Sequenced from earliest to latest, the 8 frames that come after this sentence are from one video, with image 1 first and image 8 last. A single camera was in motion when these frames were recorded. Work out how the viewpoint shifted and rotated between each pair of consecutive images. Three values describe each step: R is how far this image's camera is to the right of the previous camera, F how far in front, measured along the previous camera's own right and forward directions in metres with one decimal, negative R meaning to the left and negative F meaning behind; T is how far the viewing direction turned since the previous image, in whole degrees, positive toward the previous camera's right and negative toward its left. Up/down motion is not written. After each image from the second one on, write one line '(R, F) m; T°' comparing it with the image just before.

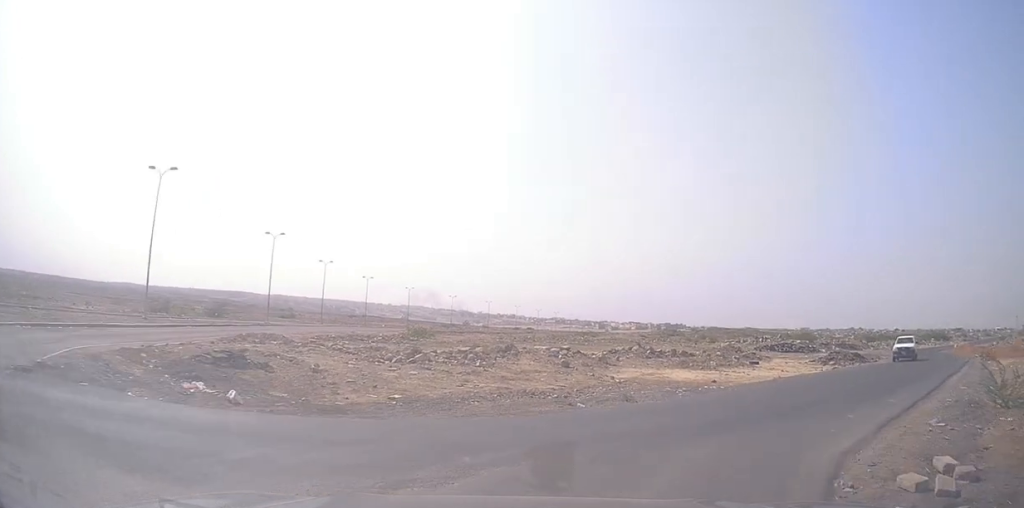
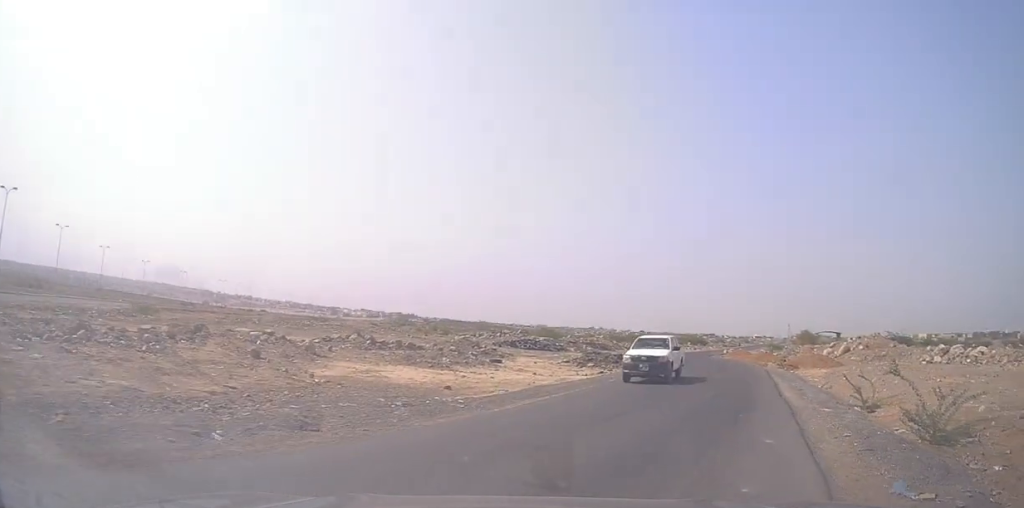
(+1.2, +6.9) m; +23°
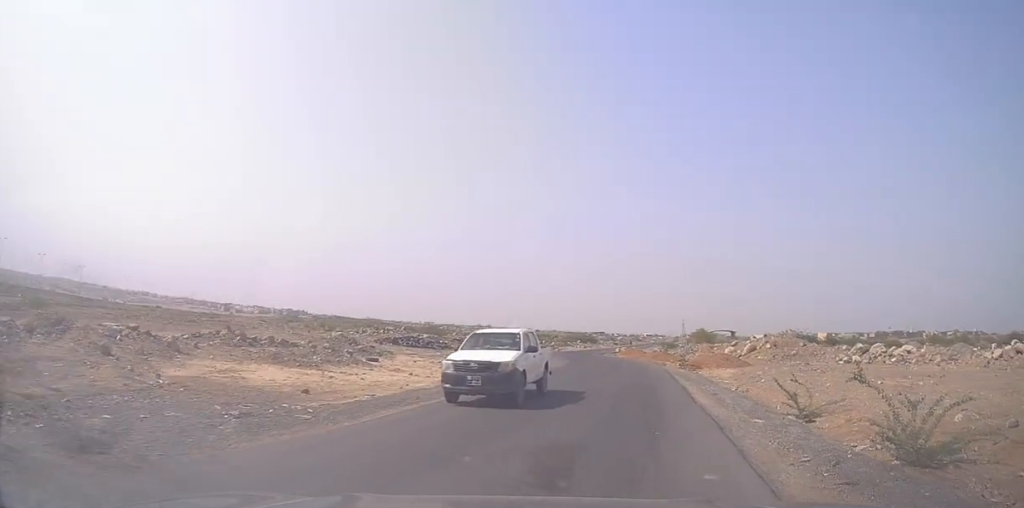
(+0.3, +2.9) m; +11°
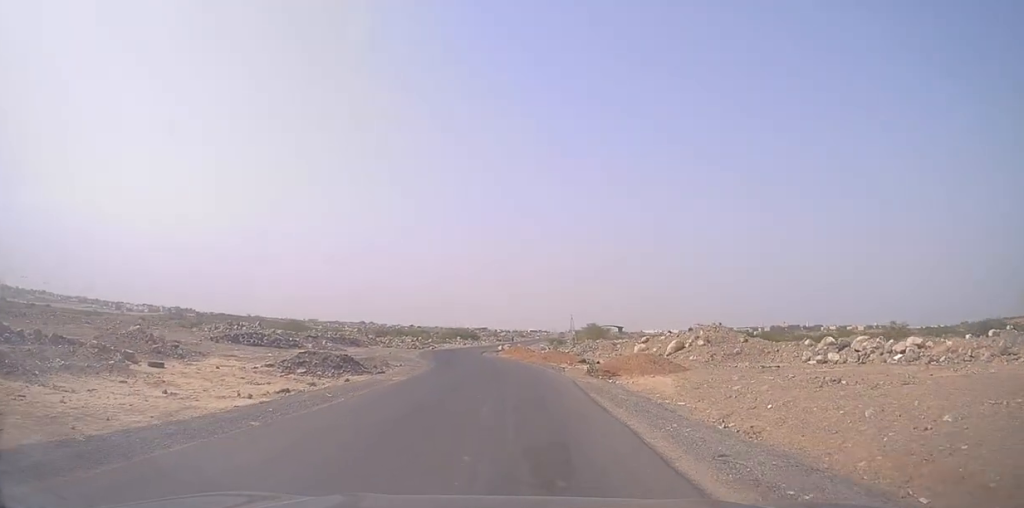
(+3.6, +10.1) m; +24°
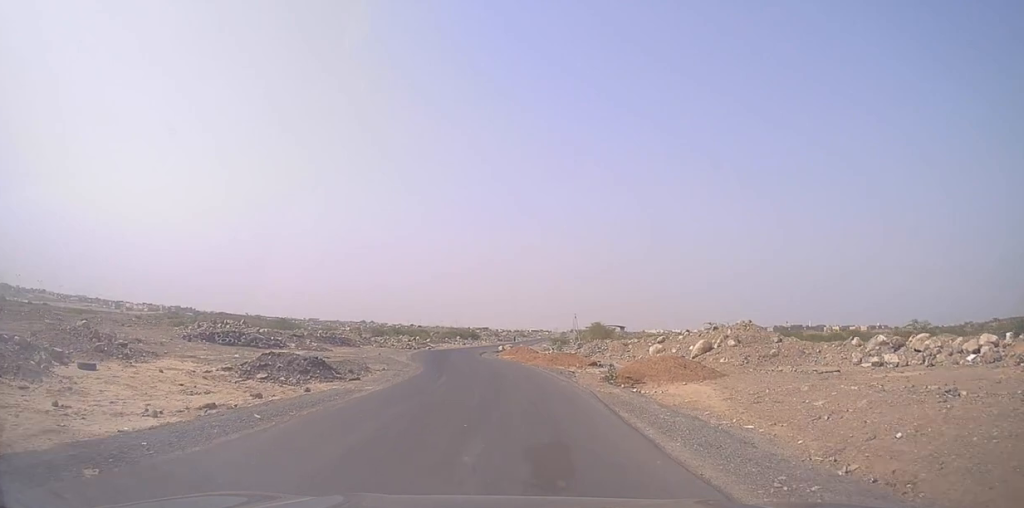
(-0.2, +4.8) m; -1°
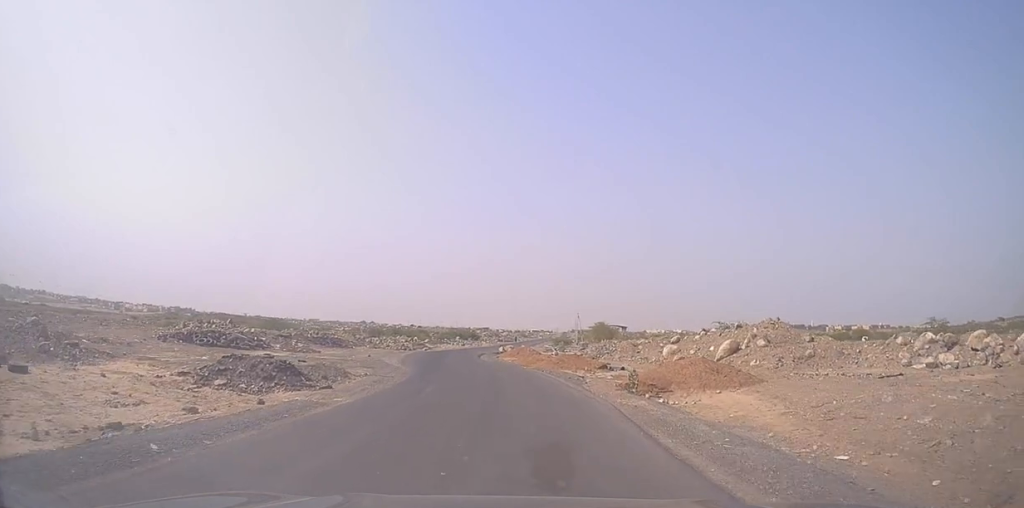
(-0.2, +3.8) m; 0°
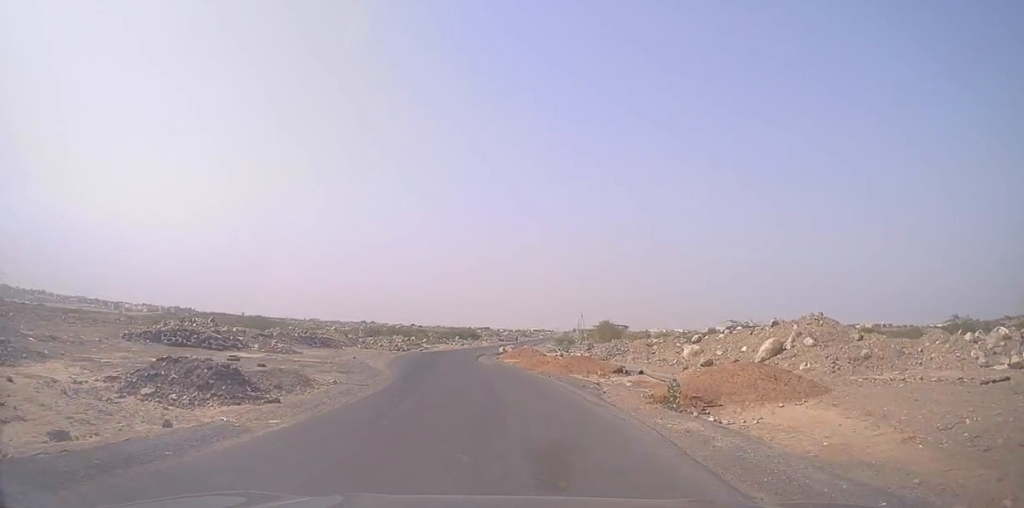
(+0.6, +4.5) m; 0°
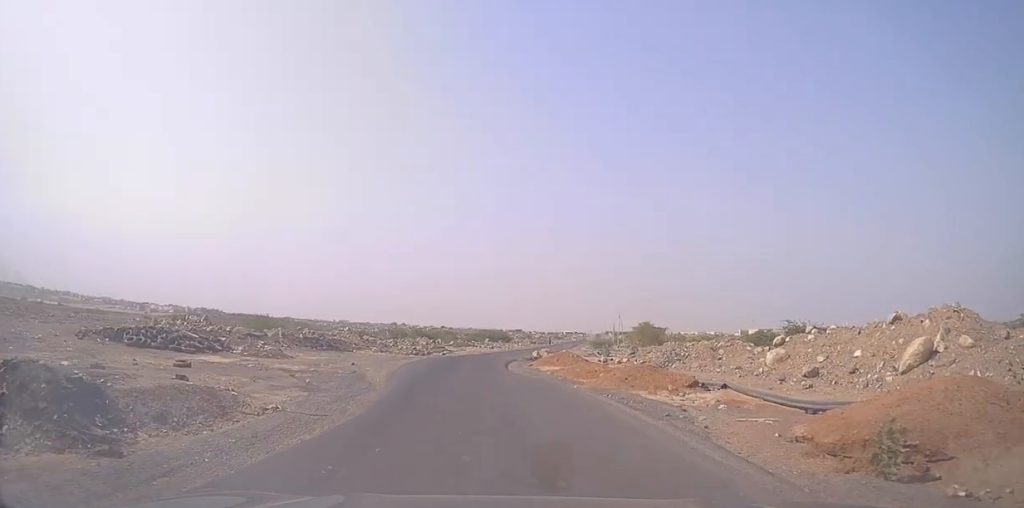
(-0.9, +7.3) m; -8°
